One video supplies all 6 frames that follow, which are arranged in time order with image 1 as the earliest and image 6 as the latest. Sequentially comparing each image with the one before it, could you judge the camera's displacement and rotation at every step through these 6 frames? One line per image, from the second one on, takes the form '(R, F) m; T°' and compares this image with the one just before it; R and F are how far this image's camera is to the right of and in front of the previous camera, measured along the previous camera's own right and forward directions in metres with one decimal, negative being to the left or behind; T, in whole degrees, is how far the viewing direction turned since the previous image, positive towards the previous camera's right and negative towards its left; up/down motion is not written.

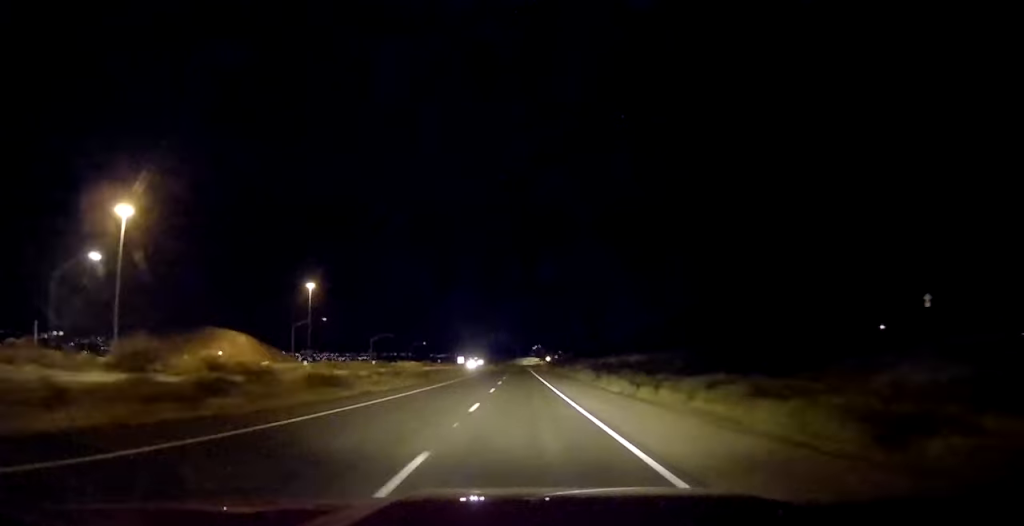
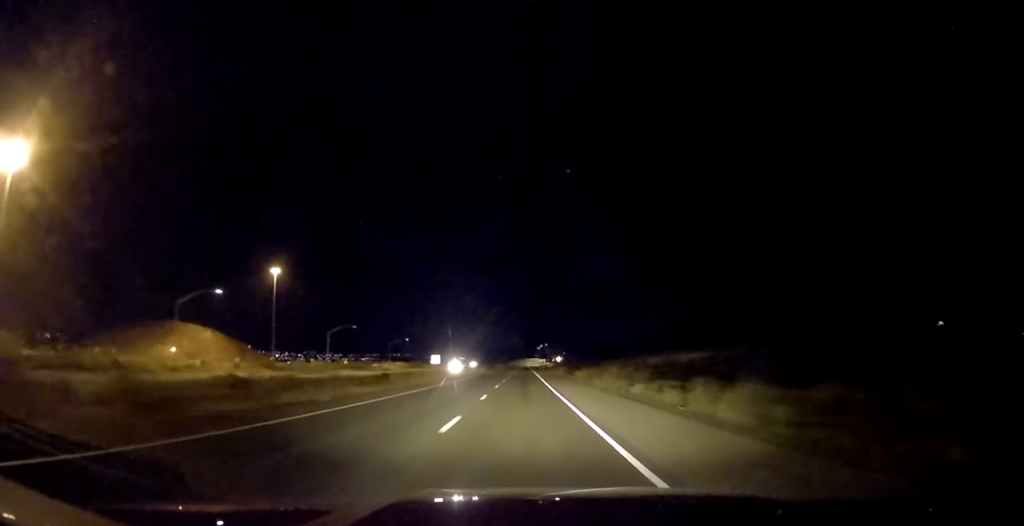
(-1.1, +41.9) m; -1°
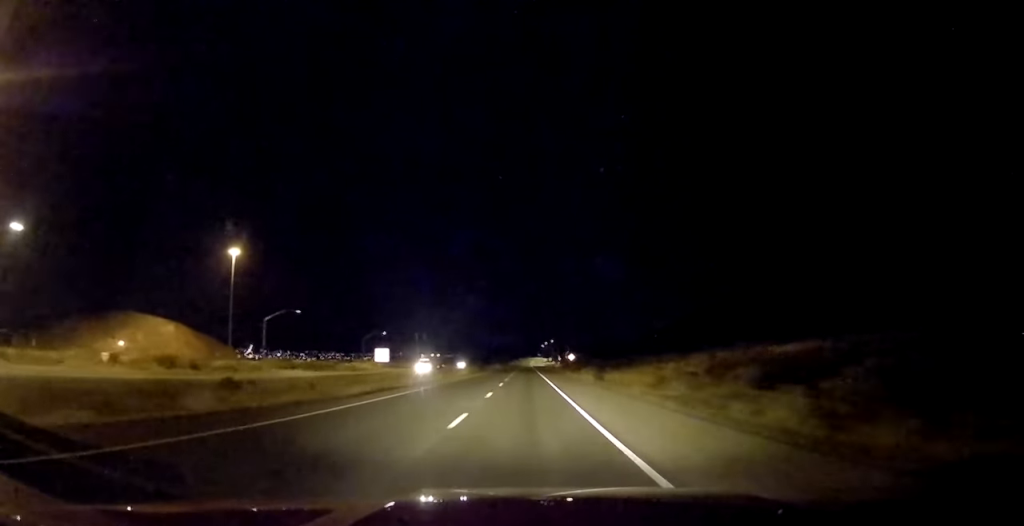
(+0.7, +35.7) m; +1°
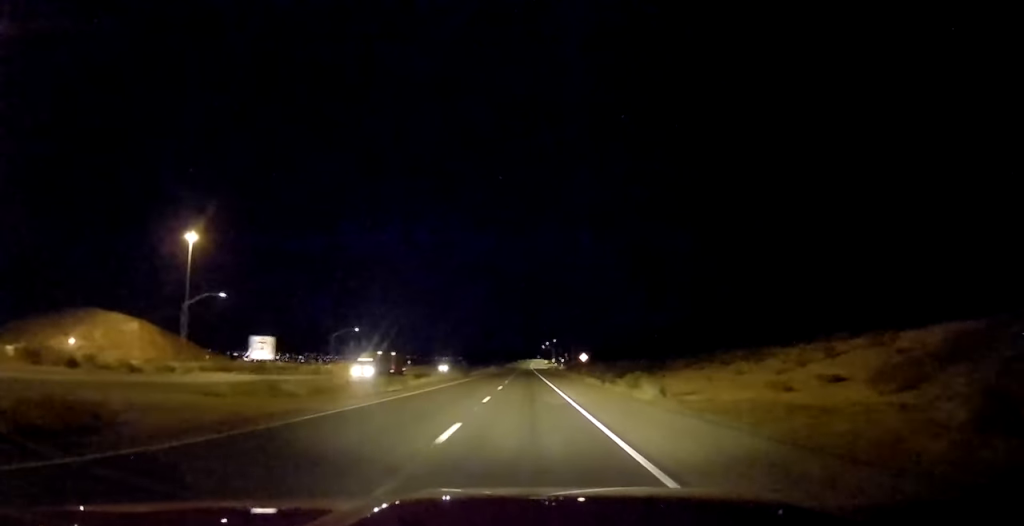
(0.0, +26.3) m; 0°
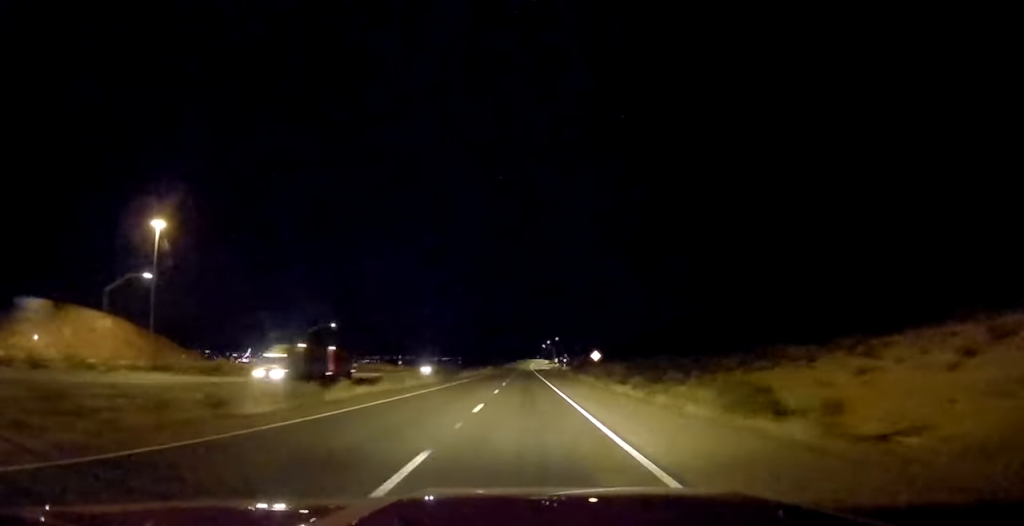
(+0.2, +16.7) m; 0°
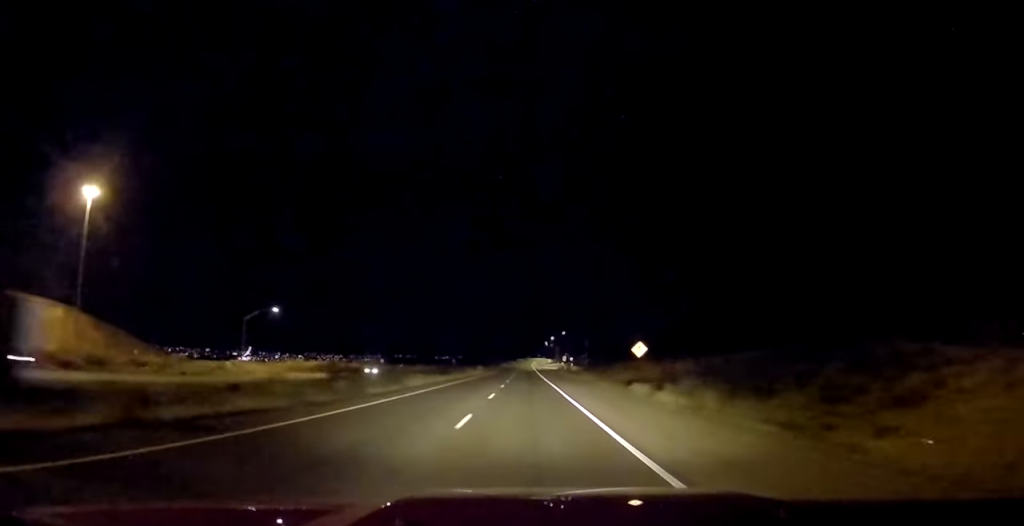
(-0.1, +29.4) m; -1°
